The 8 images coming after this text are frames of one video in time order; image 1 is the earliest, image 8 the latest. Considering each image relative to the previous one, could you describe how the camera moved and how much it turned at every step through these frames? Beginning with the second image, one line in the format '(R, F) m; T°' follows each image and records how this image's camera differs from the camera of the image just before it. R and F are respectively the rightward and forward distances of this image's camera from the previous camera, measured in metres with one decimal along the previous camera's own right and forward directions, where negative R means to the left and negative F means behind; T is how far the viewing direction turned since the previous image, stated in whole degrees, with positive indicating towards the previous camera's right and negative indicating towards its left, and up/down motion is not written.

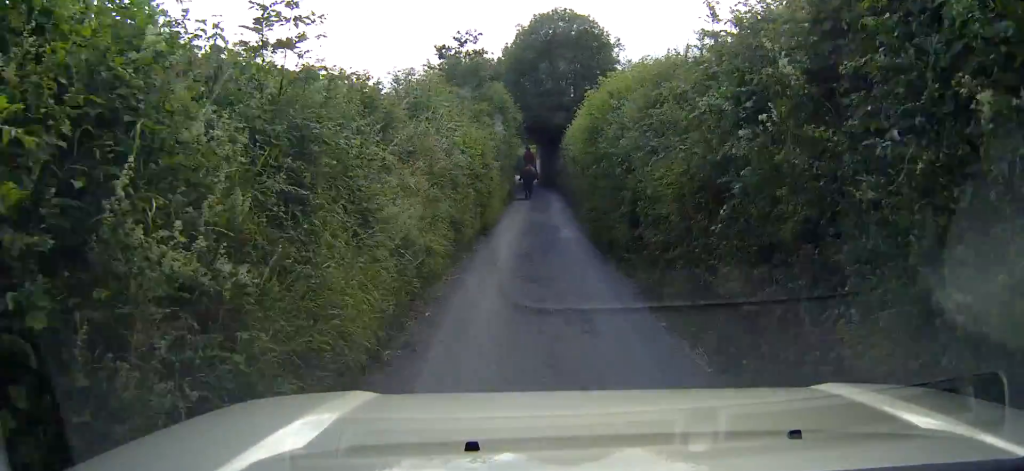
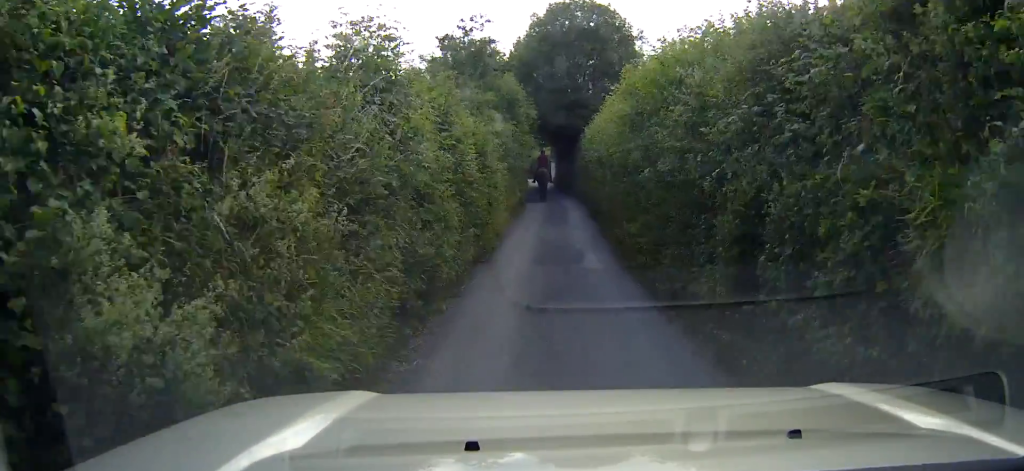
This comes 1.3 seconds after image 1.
(0.0, +4.3) m; 0°
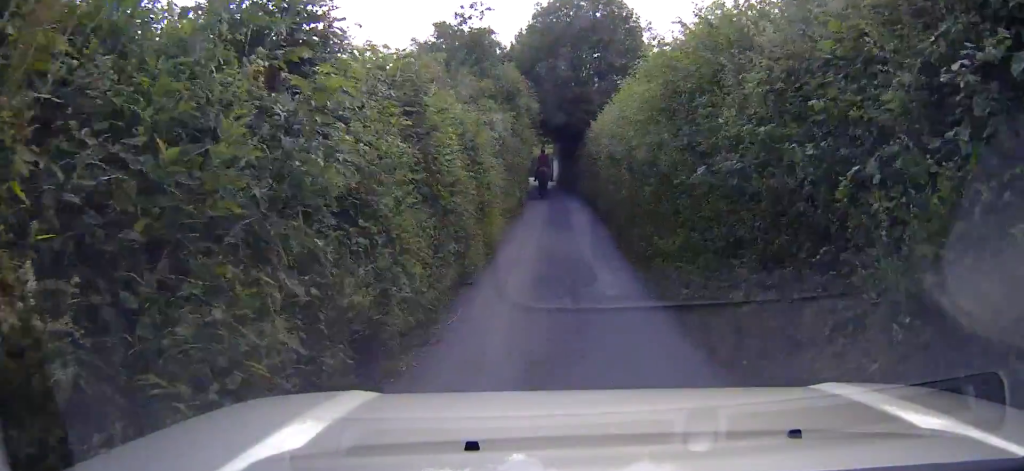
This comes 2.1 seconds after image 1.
(0.0, +2.7) m; 0°
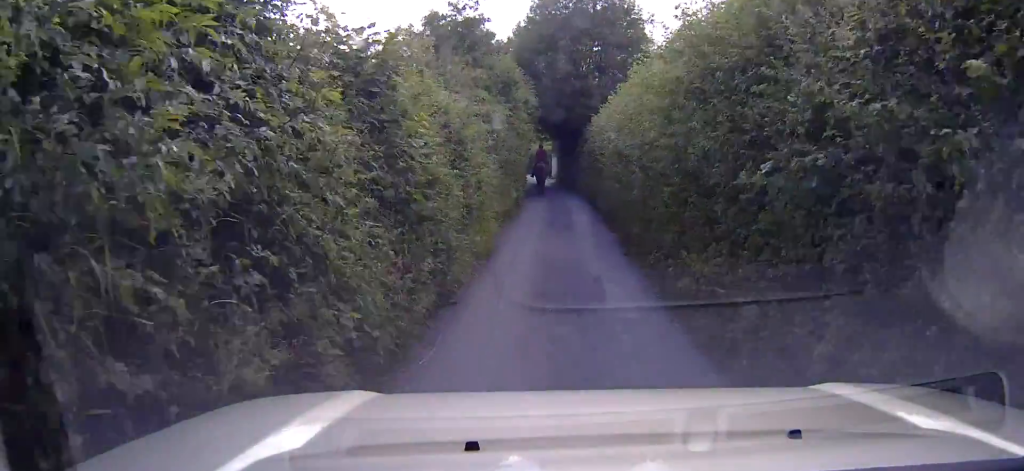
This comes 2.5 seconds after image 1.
(0.0, +1.6) m; 0°
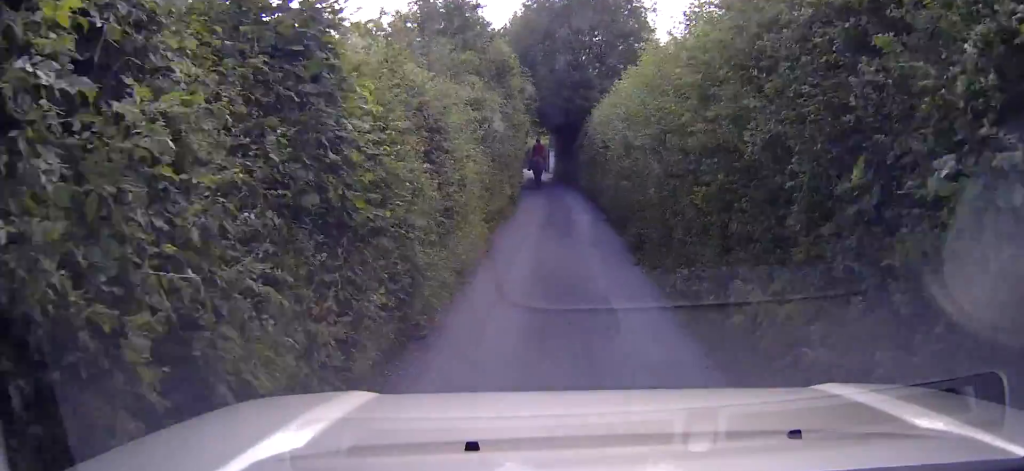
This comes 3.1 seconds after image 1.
(0.0, +1.9) m; 0°
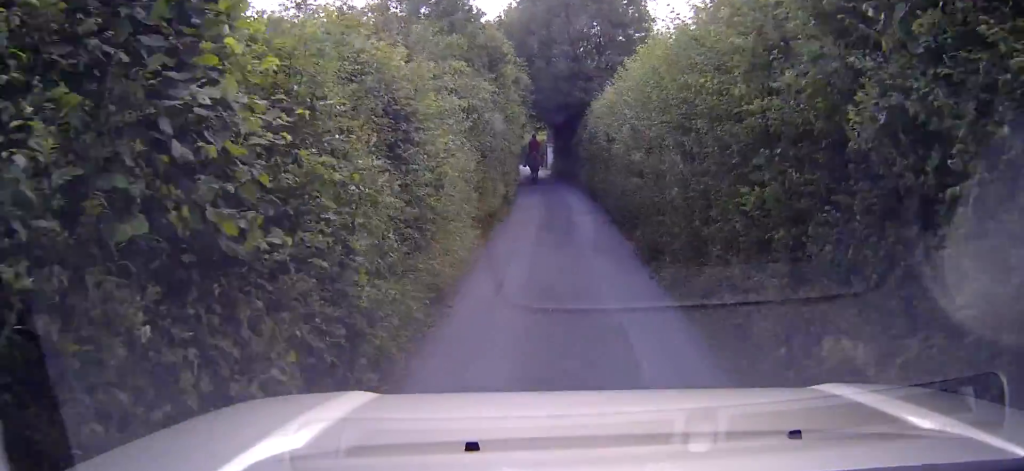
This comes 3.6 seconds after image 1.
(0.0, +1.7) m; 0°
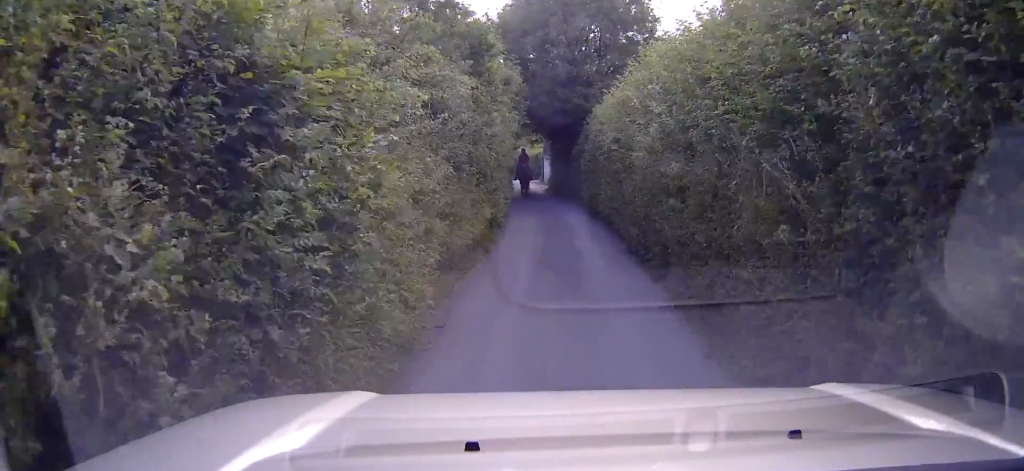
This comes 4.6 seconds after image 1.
(0.0, +3.3) m; 0°
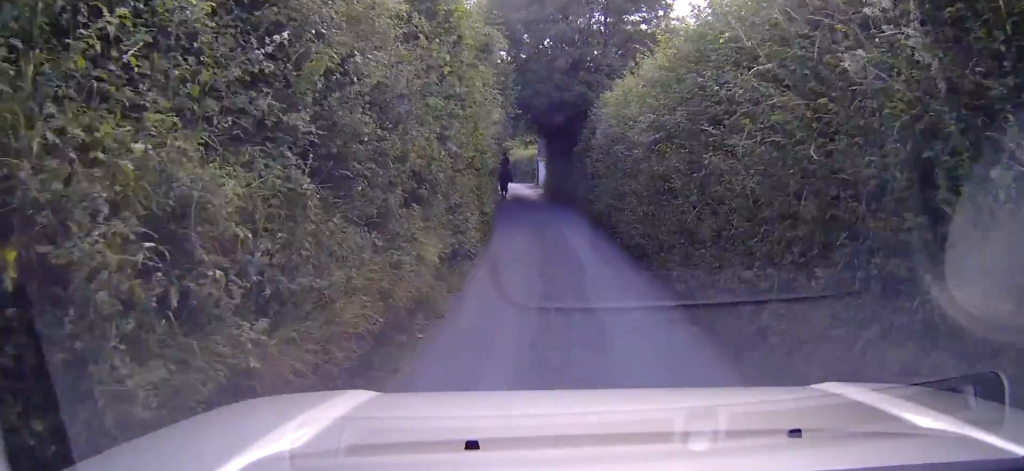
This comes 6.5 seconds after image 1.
(-0.1, +5.7) m; -2°
